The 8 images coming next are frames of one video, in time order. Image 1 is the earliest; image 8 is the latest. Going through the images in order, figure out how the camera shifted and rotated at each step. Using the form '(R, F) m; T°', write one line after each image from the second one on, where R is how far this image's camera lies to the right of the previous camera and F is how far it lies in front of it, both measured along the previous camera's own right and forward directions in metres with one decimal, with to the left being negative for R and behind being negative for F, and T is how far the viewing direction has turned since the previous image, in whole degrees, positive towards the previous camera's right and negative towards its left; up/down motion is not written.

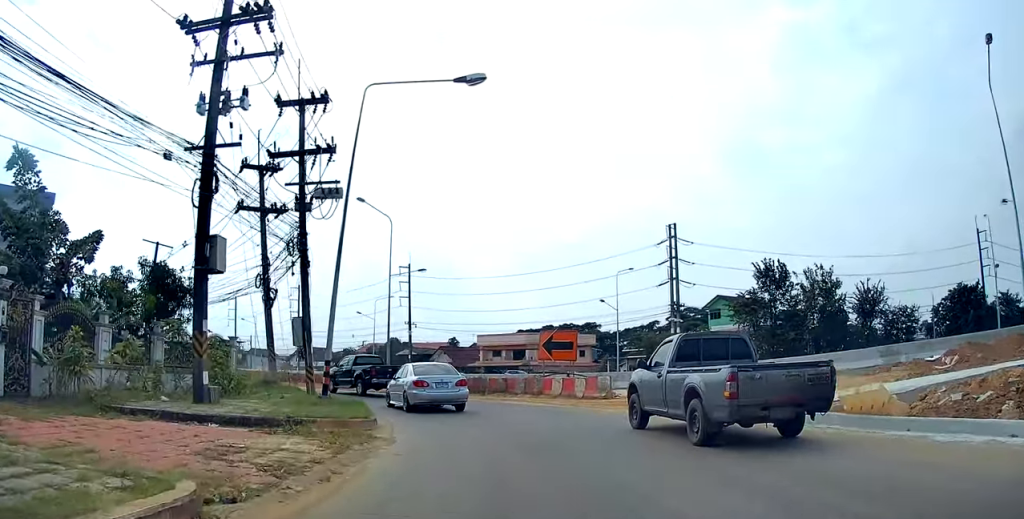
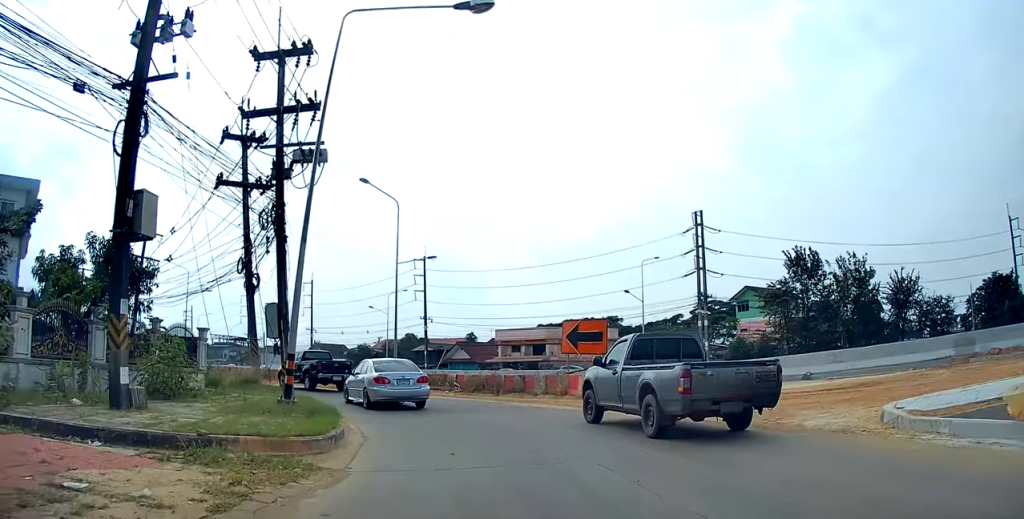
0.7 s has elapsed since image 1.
(-0.1, +4.3) m; -2°
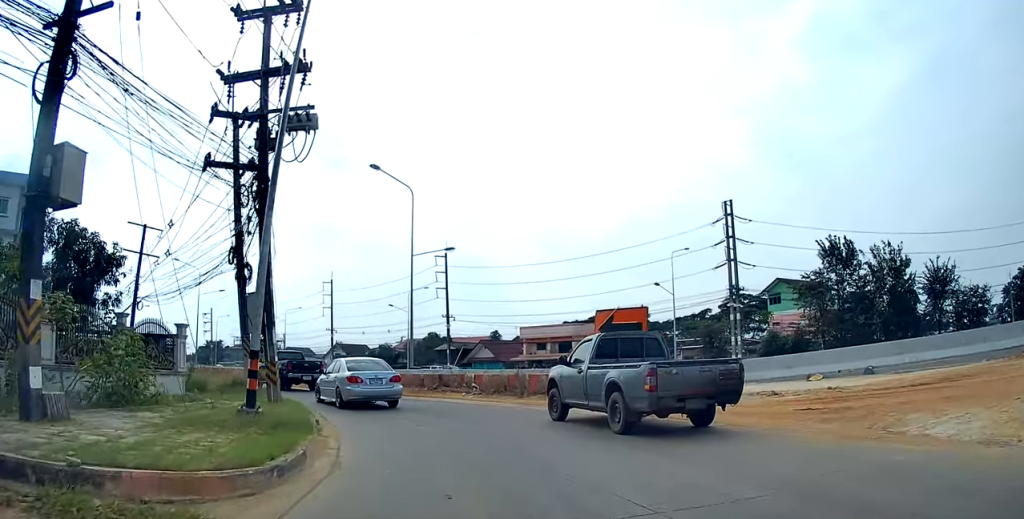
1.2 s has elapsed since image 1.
(-0.2, +3.5) m; -2°
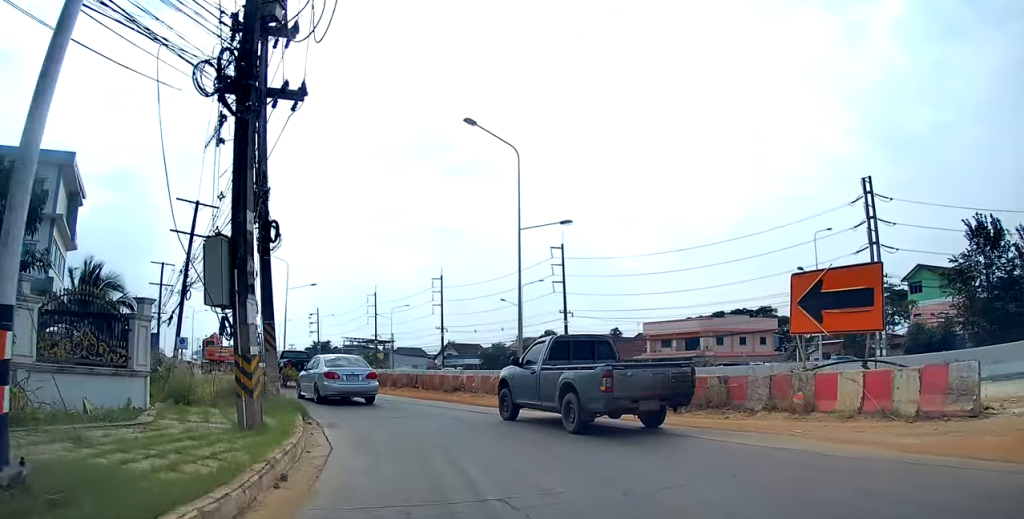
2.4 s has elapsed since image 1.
(+0.1, +6.2) m; +1°
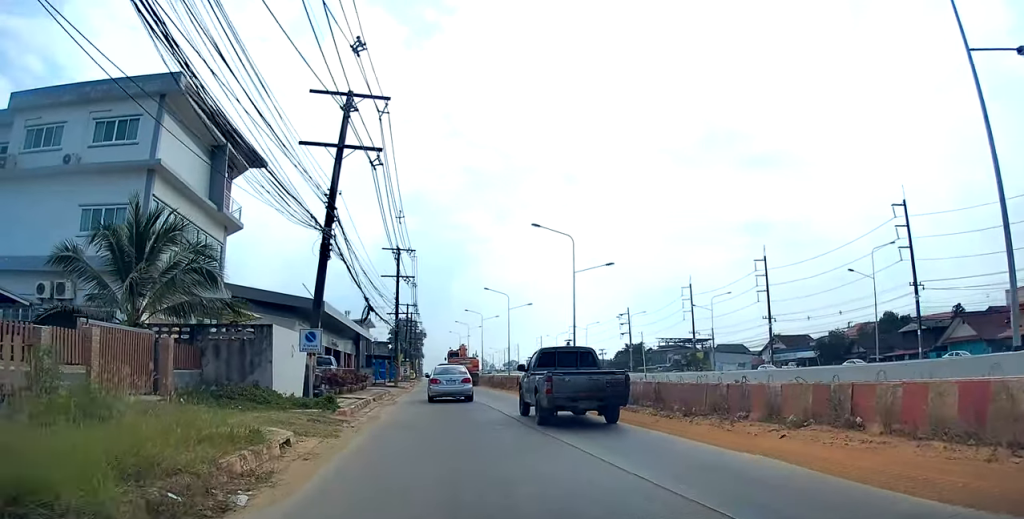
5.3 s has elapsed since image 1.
(-2.7, +18.0) m; -22°
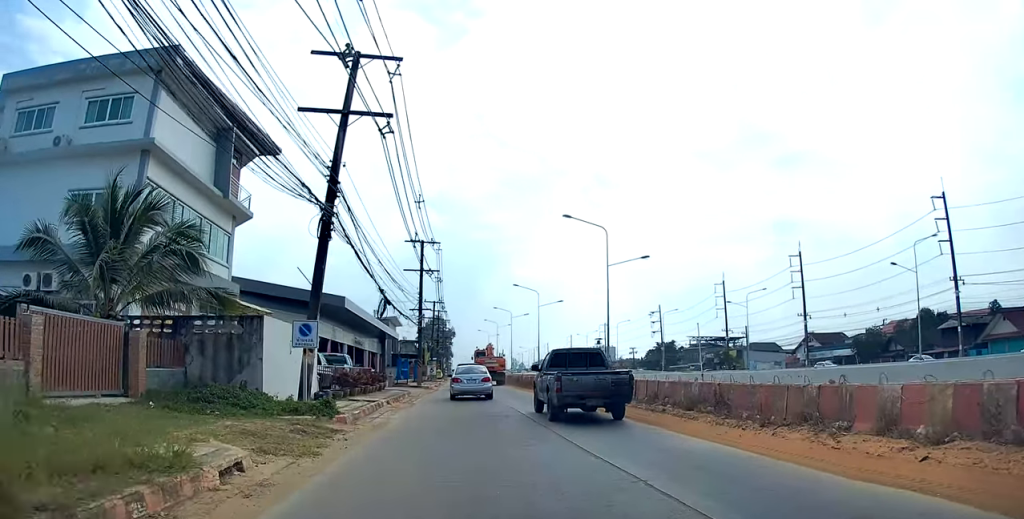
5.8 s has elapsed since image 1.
(-0.2, +3.1) m; -5°
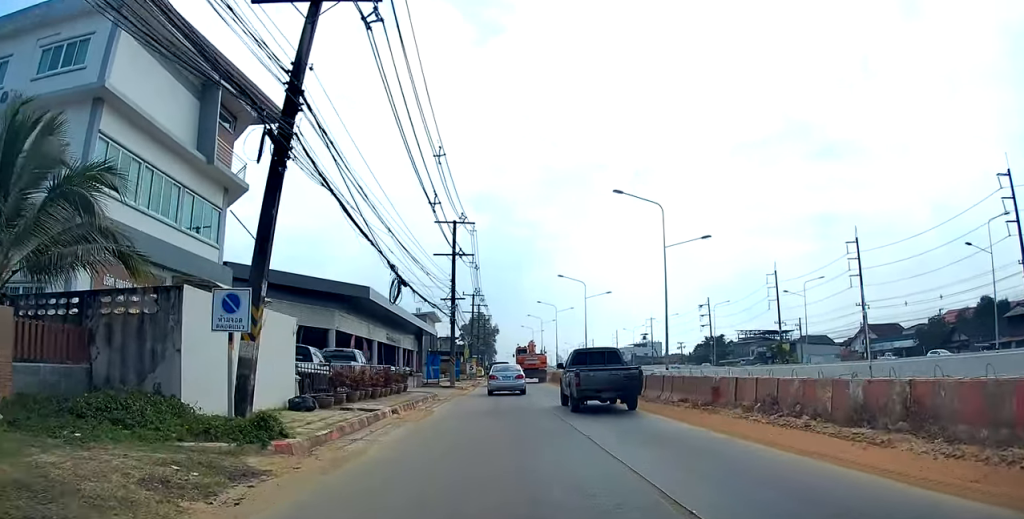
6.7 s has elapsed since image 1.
(-0.5, +6.0) m; -7°
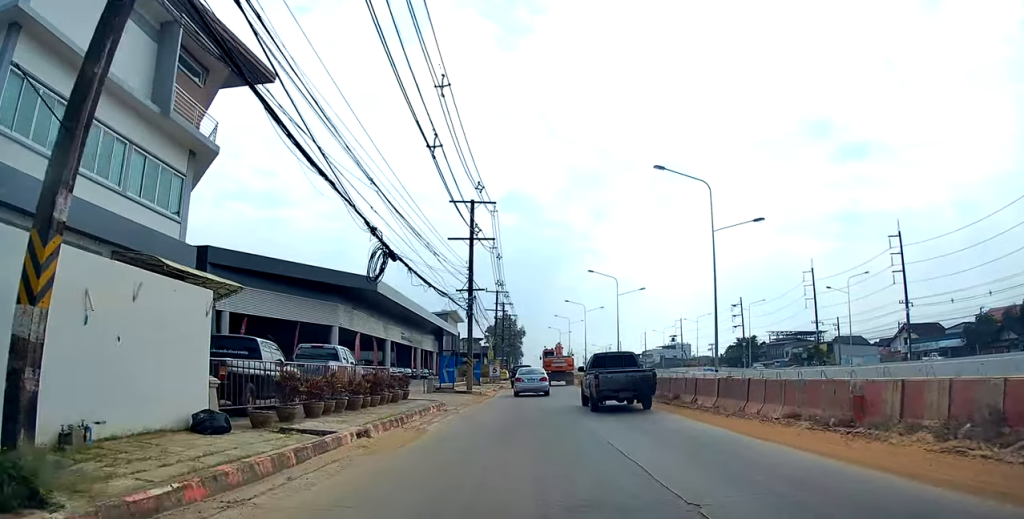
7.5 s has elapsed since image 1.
(-0.3, +5.3) m; -3°
